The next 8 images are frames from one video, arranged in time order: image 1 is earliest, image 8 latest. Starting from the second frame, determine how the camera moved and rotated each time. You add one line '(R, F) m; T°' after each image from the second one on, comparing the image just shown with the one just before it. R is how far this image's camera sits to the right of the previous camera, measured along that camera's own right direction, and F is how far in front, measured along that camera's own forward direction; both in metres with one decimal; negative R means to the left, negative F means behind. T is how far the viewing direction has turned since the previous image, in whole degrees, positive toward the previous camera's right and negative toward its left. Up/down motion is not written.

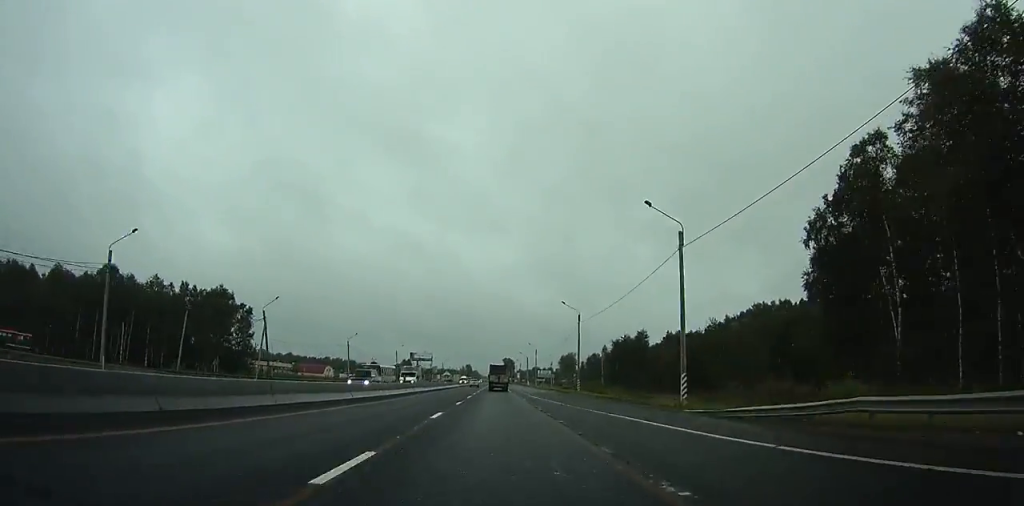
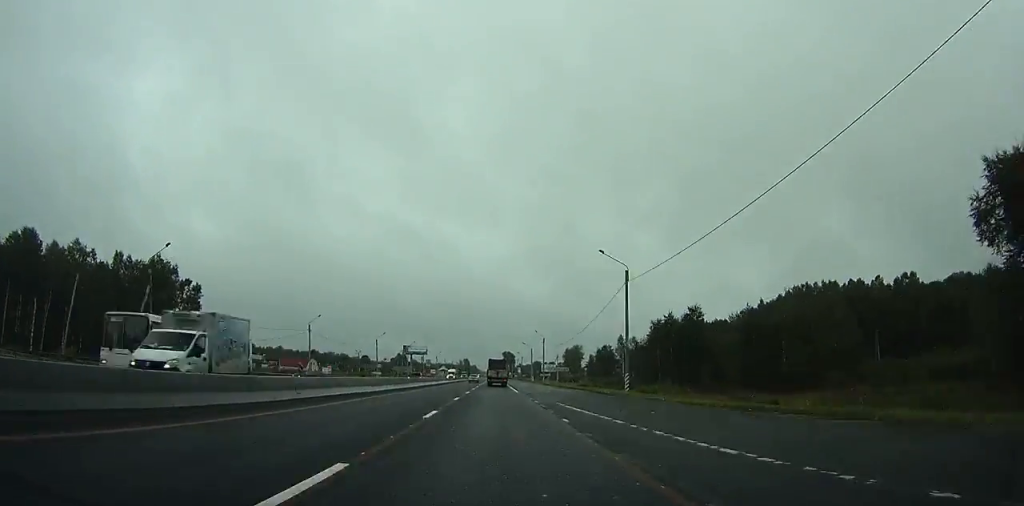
(+0.1, +26.3) m; 0°
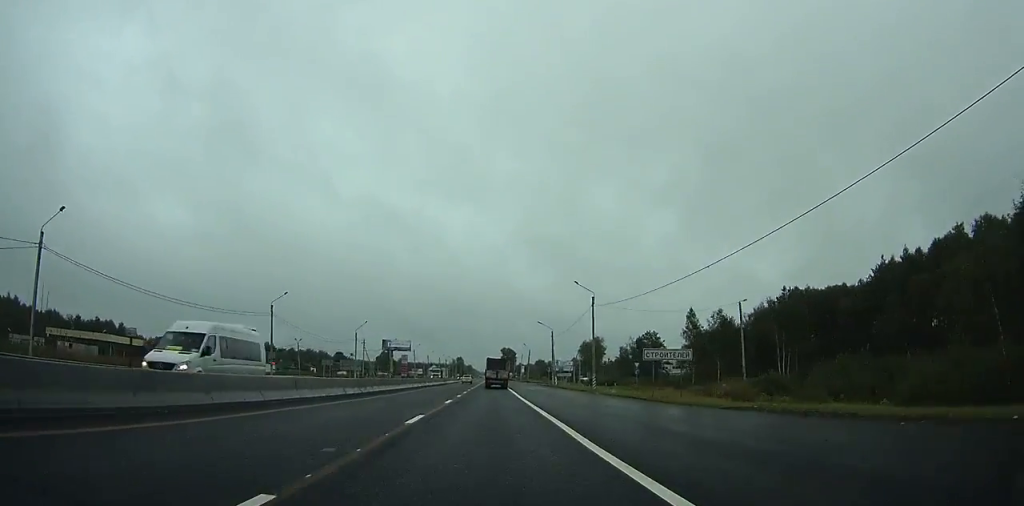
(+0.1, +61.2) m; -1°
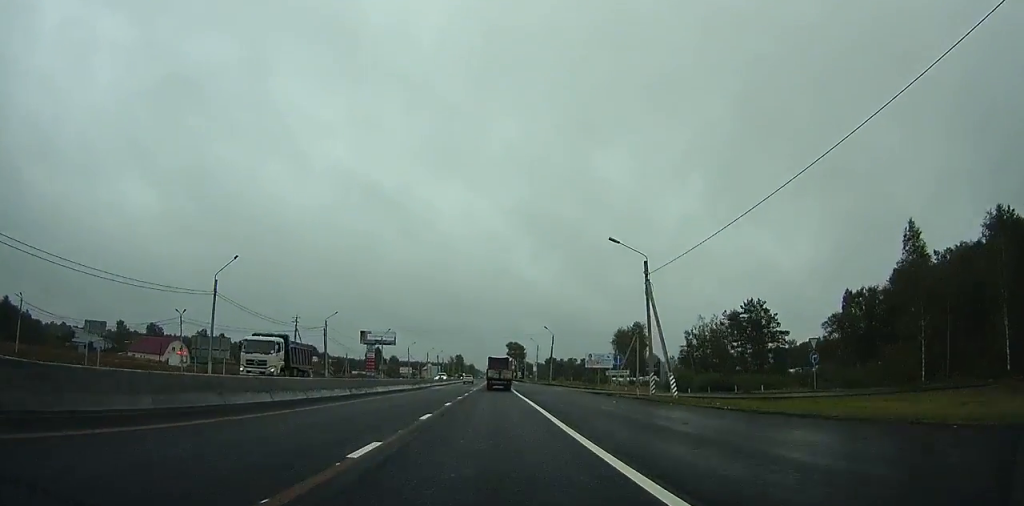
(-0.8, +58.6) m; -1°
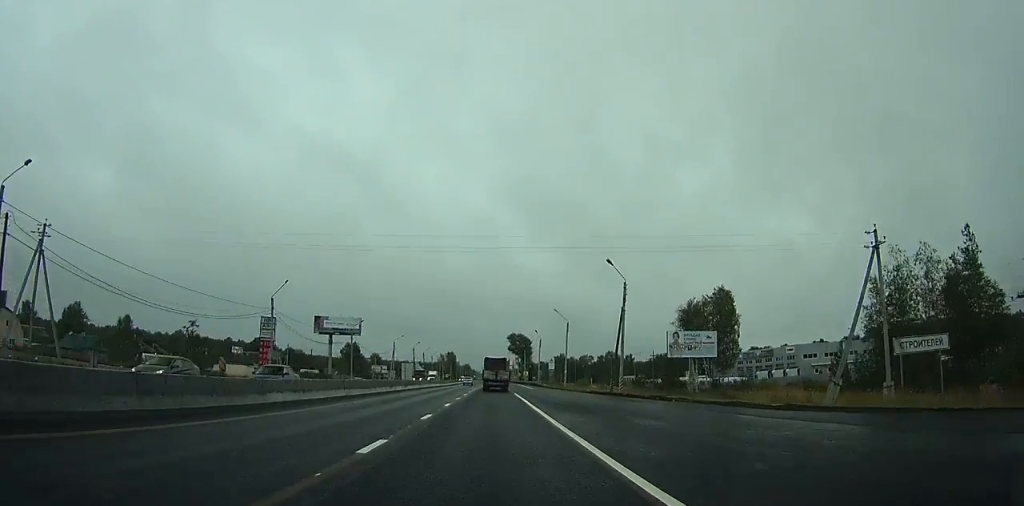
(+0.2, +63.0) m; +1°
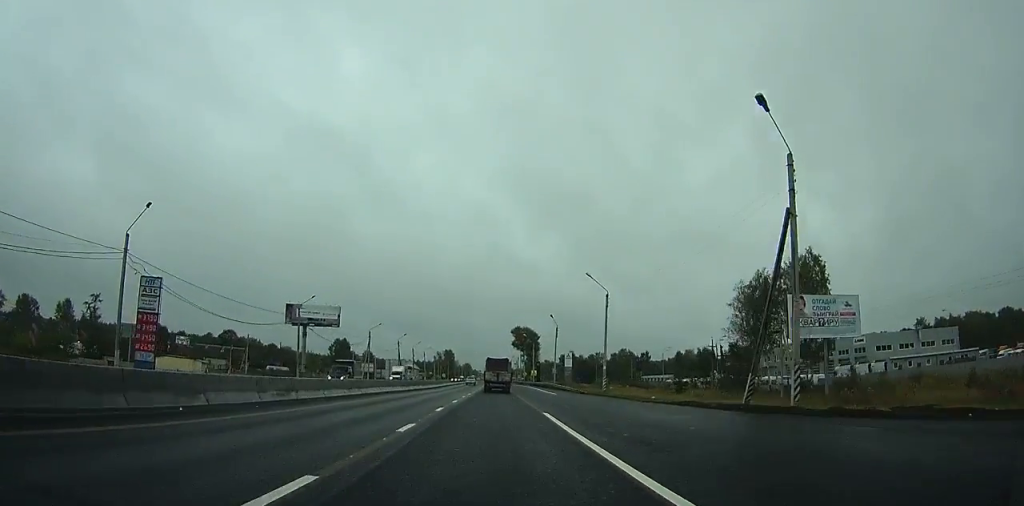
(+0.1, +28.2) m; 0°
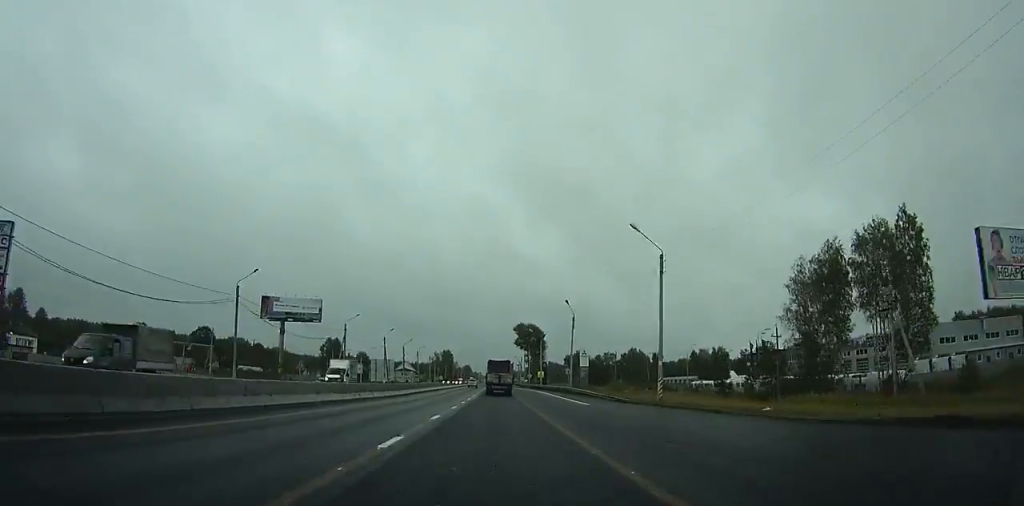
(0.0, +18.4) m; 0°
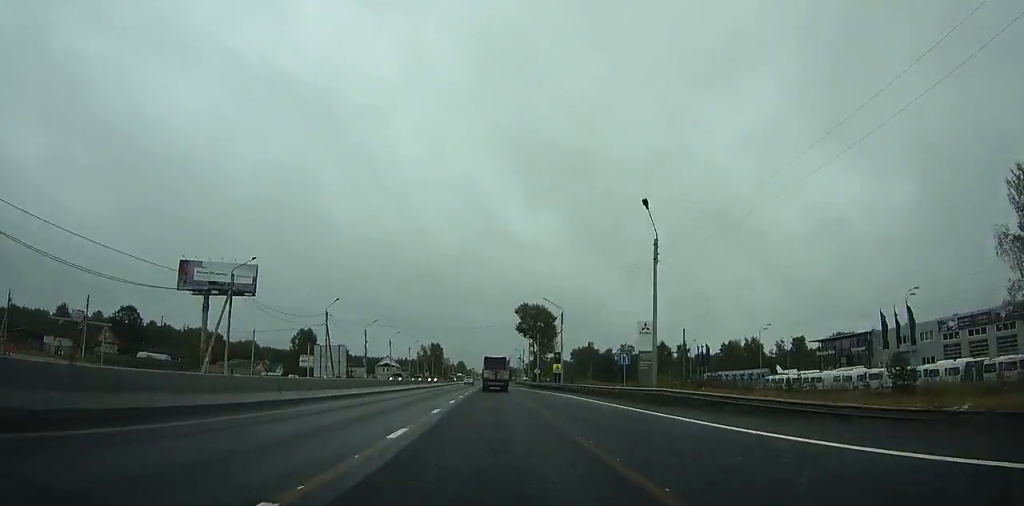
(-0.1, +39.2) m; 0°
